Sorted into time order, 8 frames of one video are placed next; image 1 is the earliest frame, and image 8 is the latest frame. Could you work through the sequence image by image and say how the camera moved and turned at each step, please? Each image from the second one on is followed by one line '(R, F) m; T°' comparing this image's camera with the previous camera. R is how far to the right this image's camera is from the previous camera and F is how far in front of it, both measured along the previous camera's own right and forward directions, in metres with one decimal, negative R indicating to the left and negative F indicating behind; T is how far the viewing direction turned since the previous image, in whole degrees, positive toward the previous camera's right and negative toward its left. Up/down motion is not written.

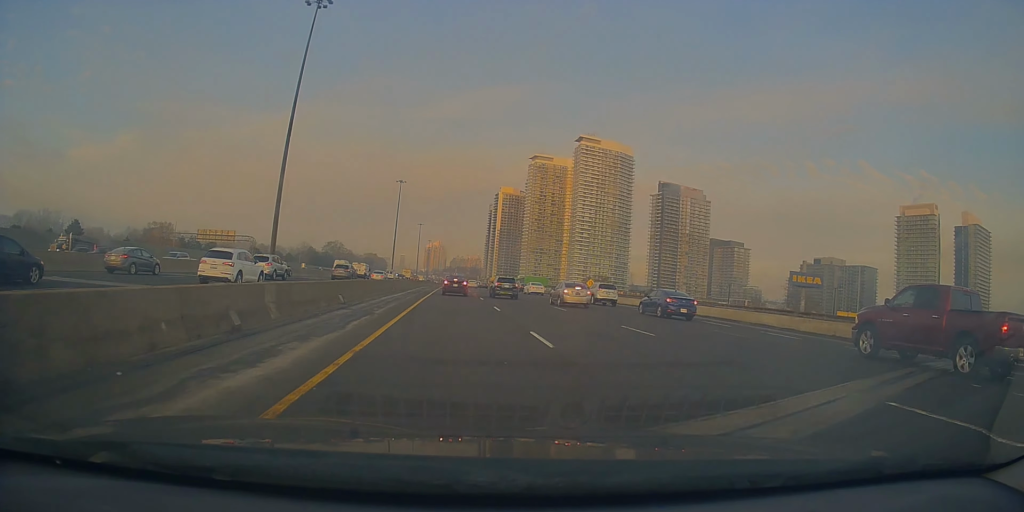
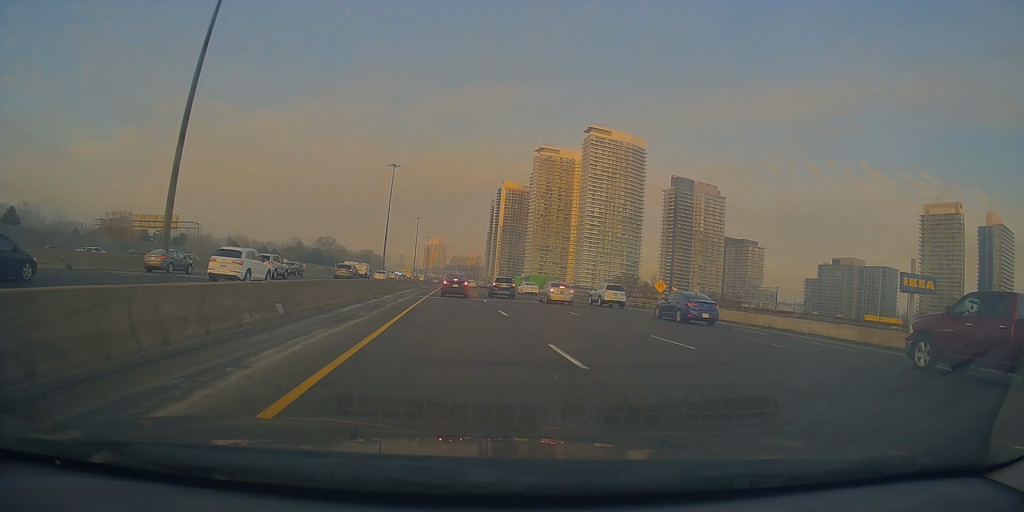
(+0.9, +27.6) m; 0°
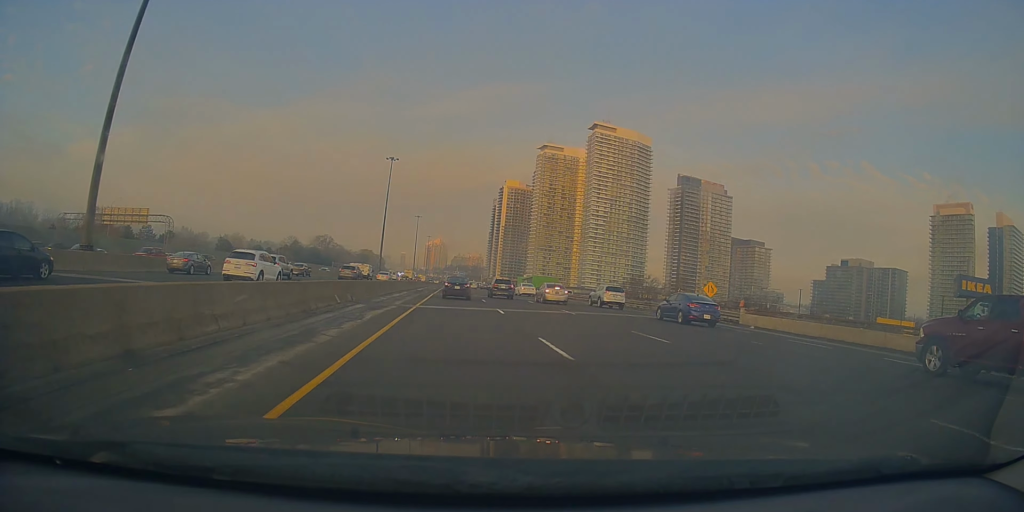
(-0.6, +10.7) m; -1°
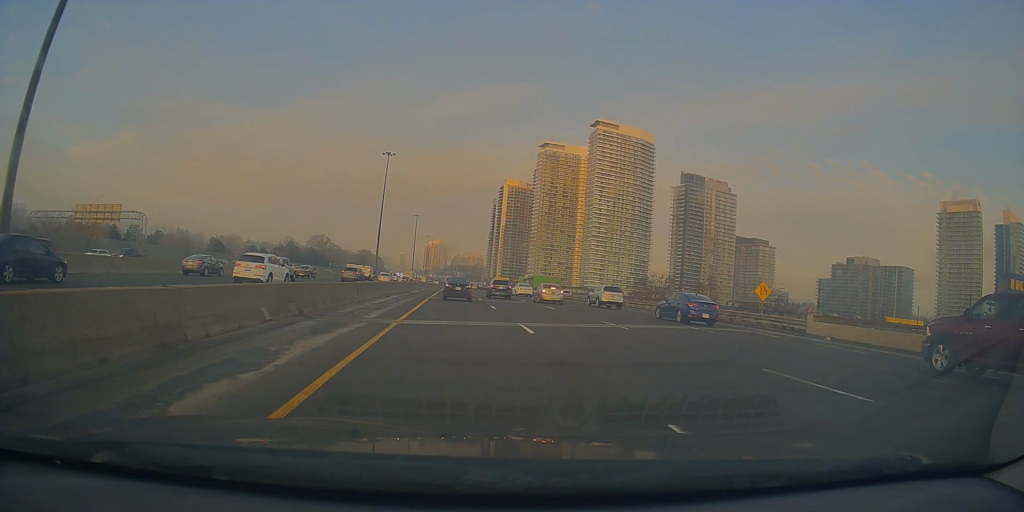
(-0.1, +8.0) m; 0°
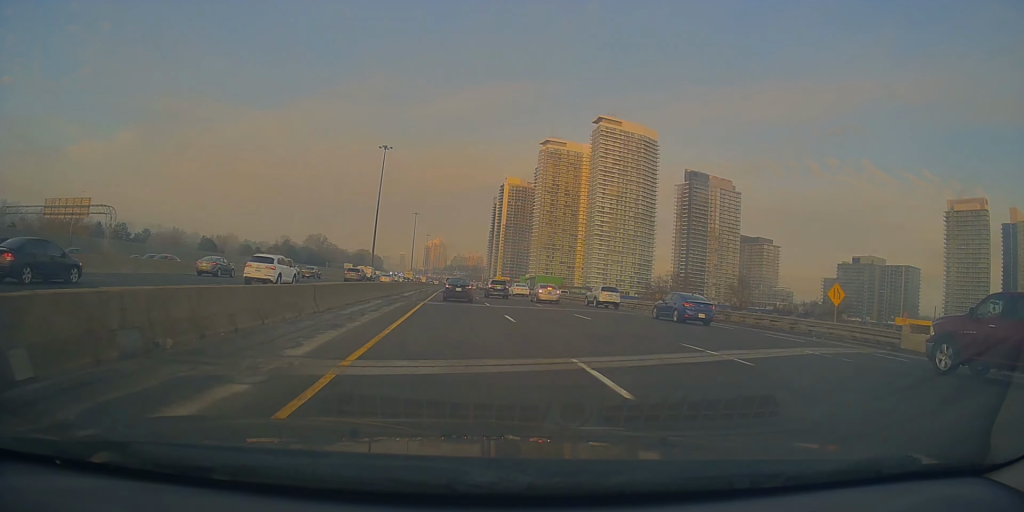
(+0.2, +7.8) m; +1°
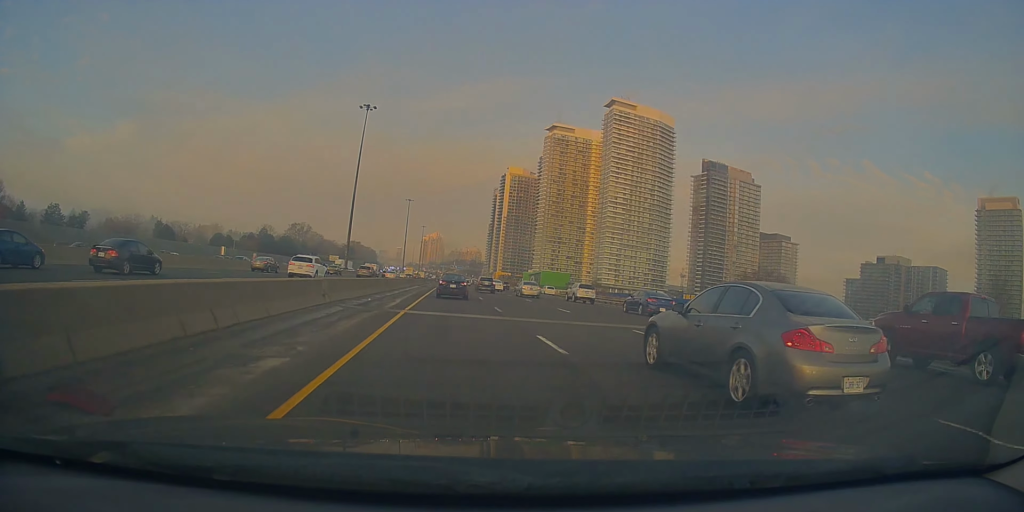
(+0.3, +33.2) m; +1°
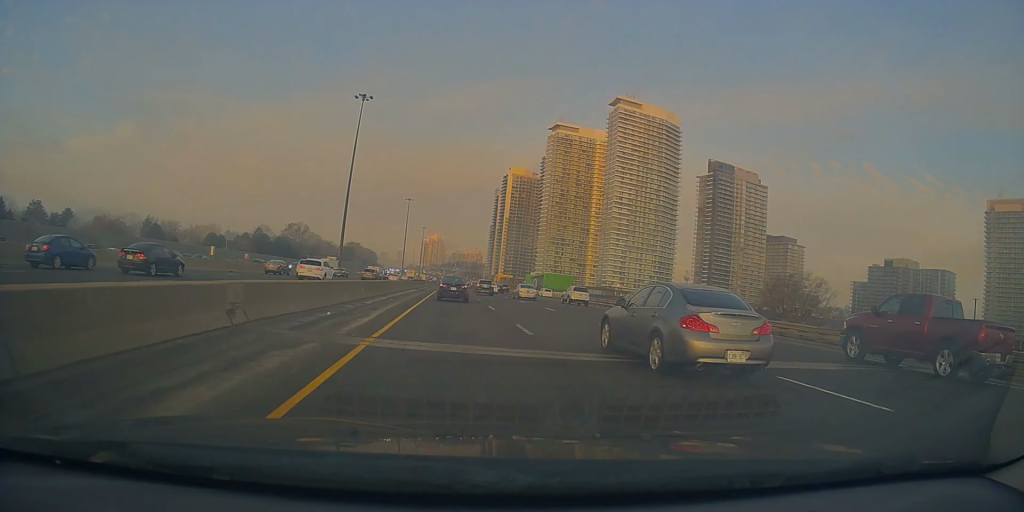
(-0.1, +8.2) m; +1°
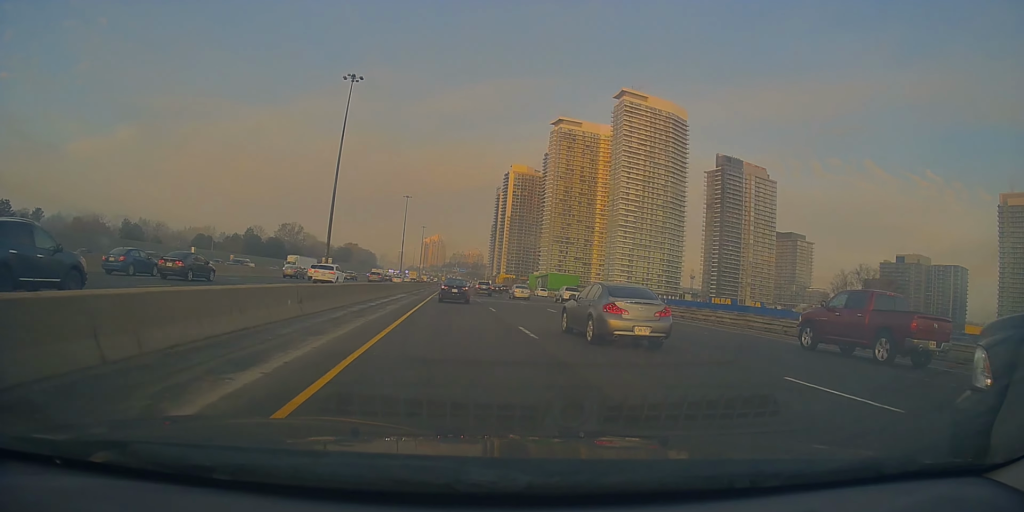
(+0.4, +12.3) m; 0°
